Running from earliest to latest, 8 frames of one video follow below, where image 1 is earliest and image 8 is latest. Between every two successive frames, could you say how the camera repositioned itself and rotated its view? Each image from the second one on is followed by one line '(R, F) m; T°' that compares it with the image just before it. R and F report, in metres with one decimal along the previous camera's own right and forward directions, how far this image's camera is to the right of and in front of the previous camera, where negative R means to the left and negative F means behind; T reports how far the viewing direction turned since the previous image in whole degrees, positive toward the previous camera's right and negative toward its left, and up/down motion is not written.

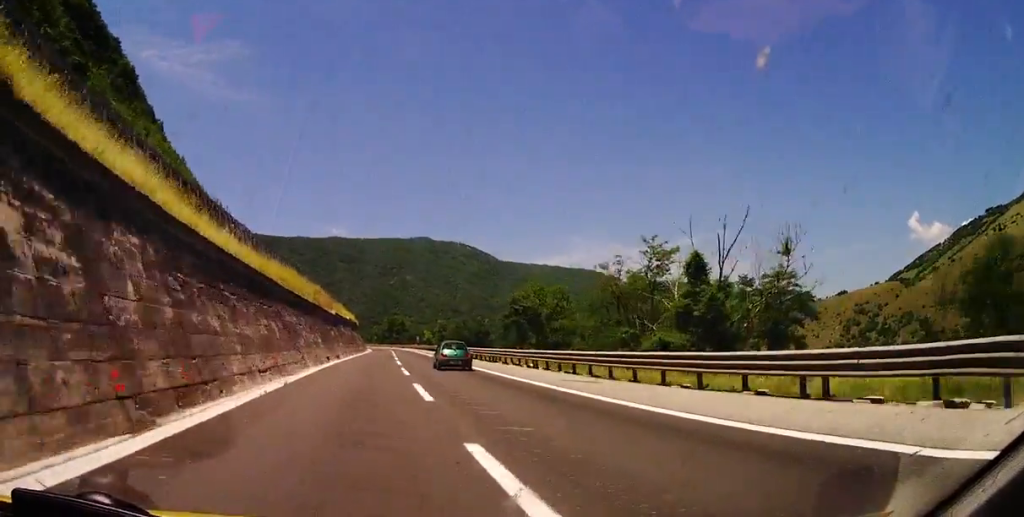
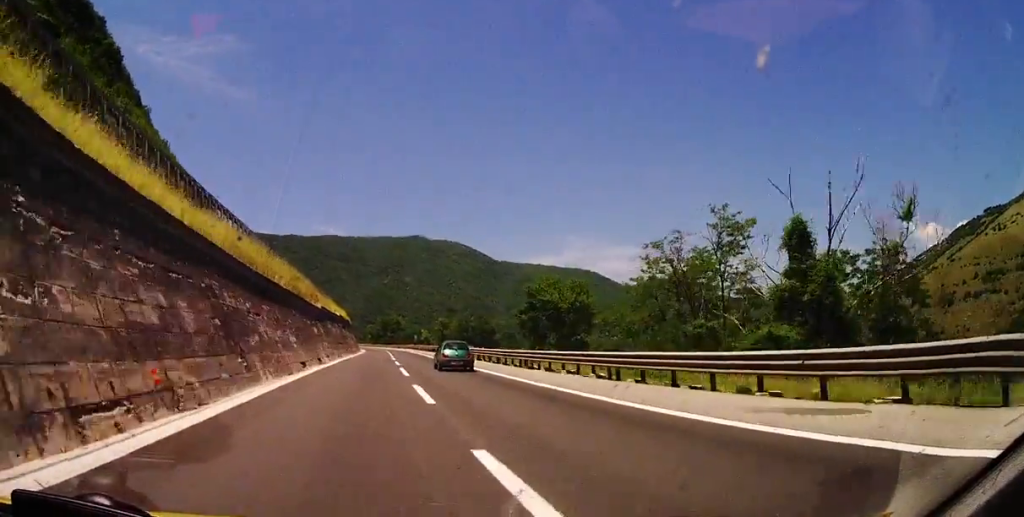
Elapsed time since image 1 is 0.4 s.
(0.0, +12.1) m; +1°
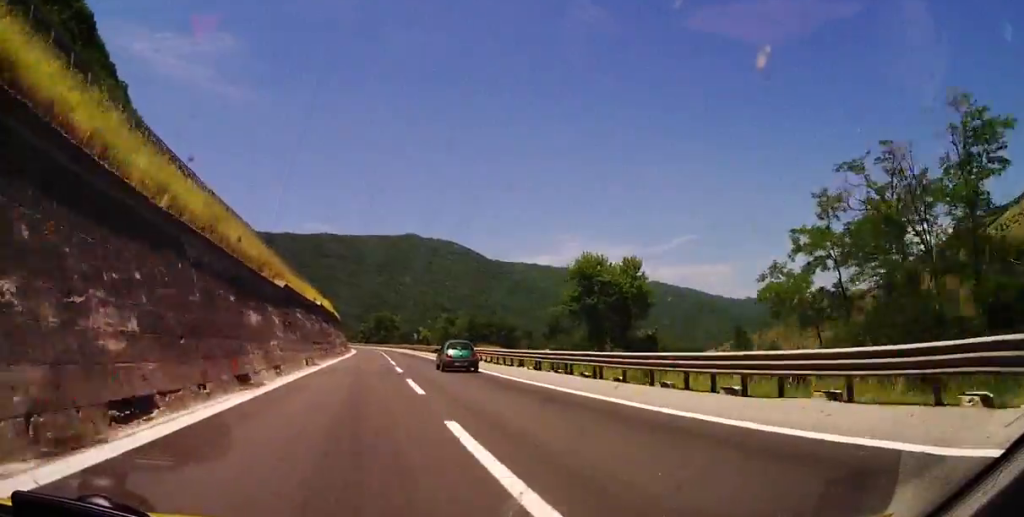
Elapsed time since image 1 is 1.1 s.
(-0.1, +21.1) m; +1°
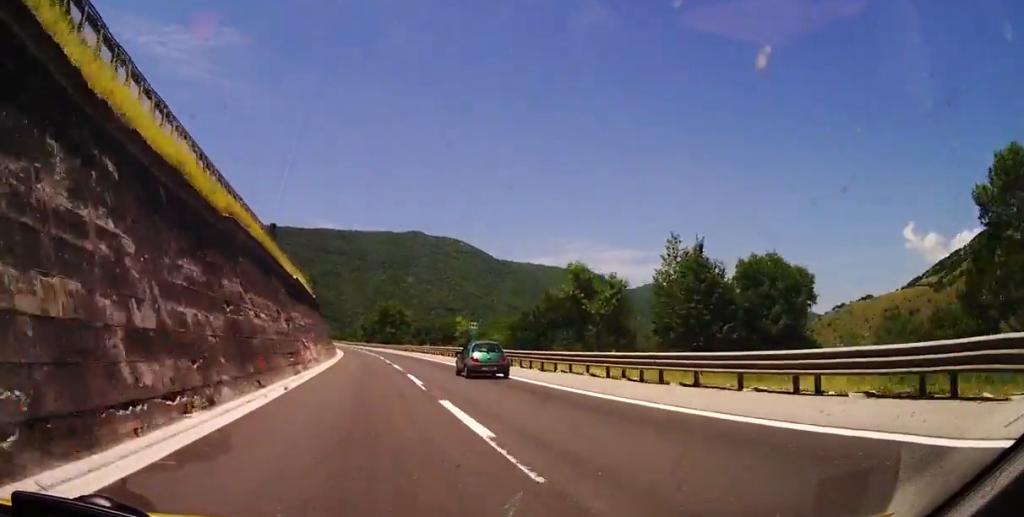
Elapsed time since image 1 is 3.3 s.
(+1.4, +65.5) m; +1°
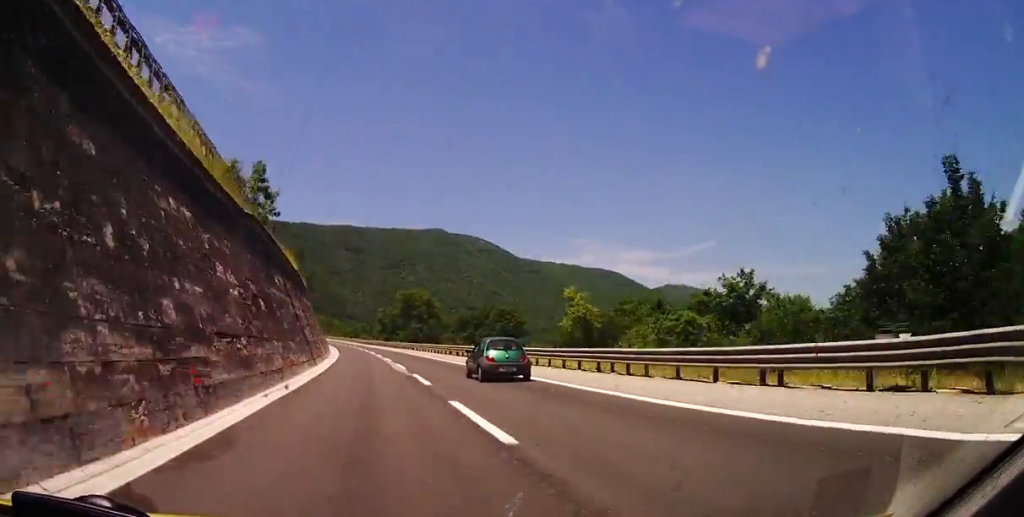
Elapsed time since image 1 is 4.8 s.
(-0.9, +47.4) m; -2°
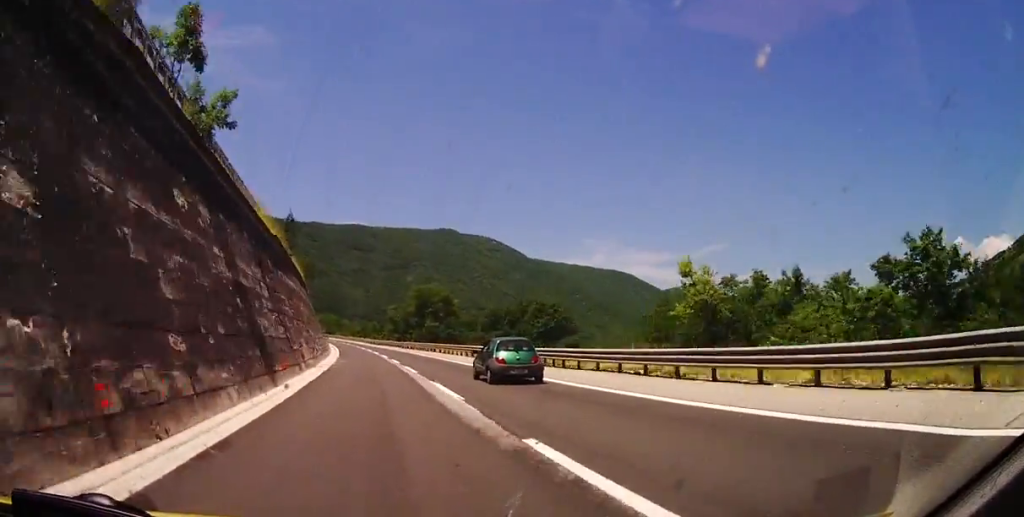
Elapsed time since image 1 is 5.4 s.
(-0.1, +17.3) m; 0°
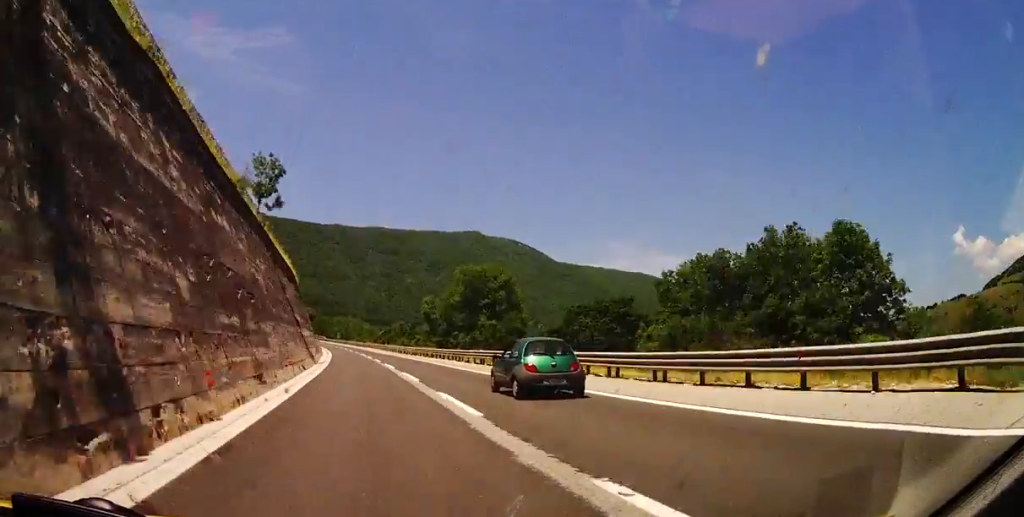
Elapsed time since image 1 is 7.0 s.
(0.0, +48.2) m; 0°
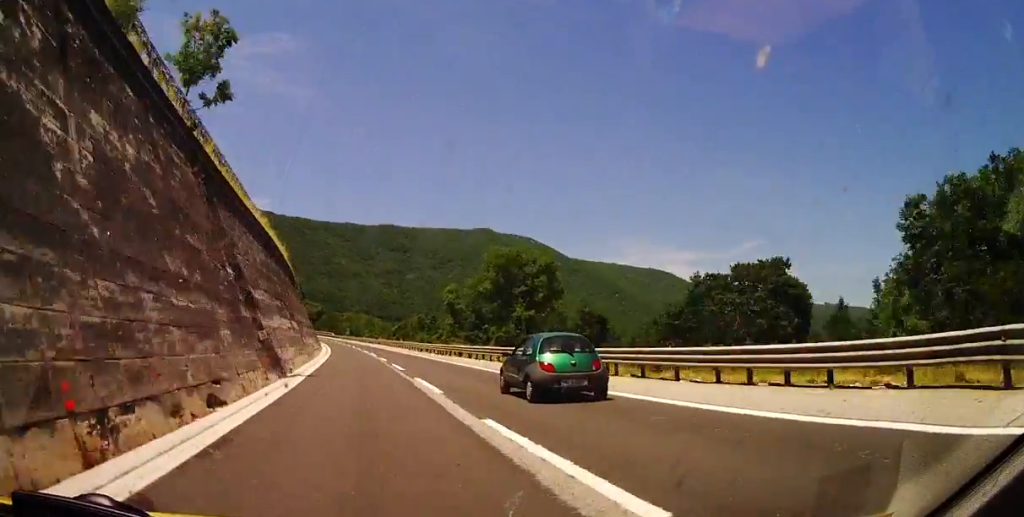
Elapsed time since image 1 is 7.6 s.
(0.0, +18.7) m; -1°
